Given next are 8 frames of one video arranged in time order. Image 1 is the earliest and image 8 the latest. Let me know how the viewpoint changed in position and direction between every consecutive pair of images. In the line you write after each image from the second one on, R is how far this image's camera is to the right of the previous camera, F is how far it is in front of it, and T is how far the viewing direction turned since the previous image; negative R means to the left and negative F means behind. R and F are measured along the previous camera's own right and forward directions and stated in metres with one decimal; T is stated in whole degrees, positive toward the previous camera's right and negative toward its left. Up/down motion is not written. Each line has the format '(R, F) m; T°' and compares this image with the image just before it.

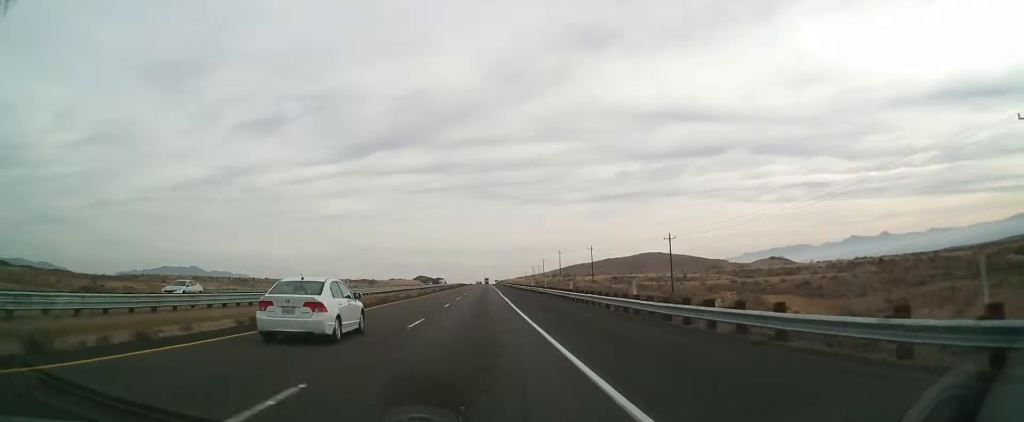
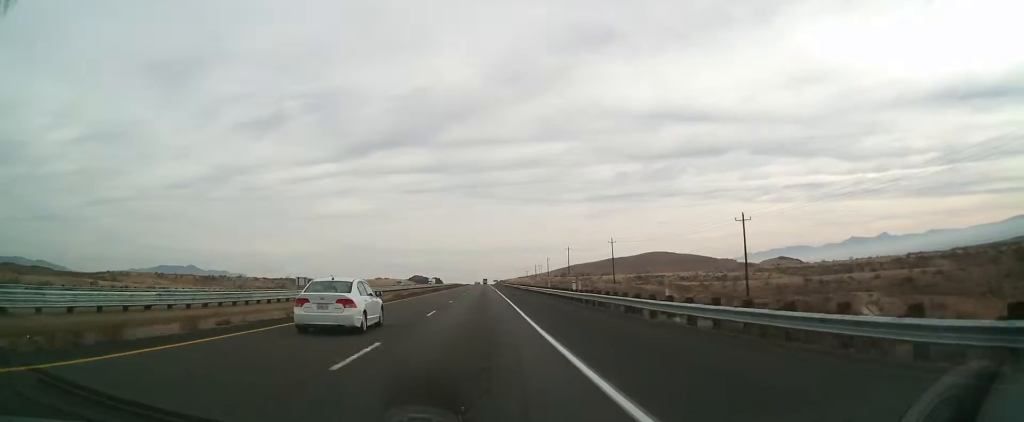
(+0.1, +38.2) m; +1°
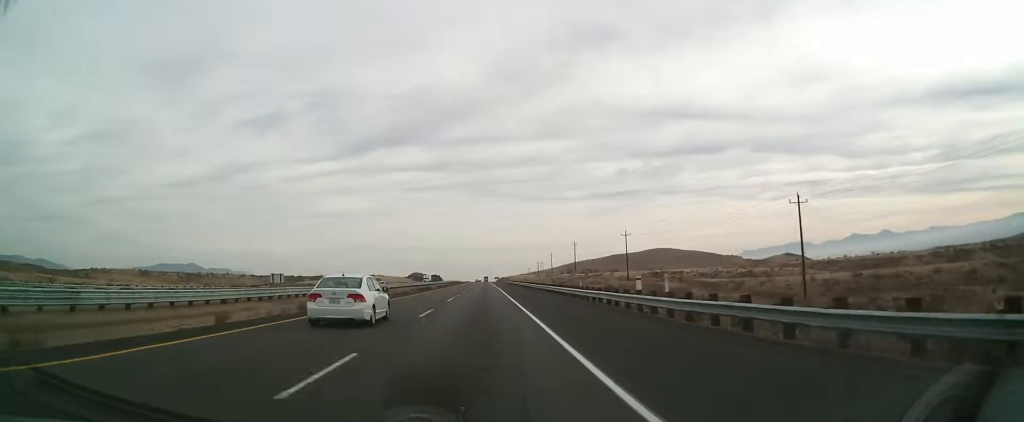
(+0.1, +17.0) m; 0°
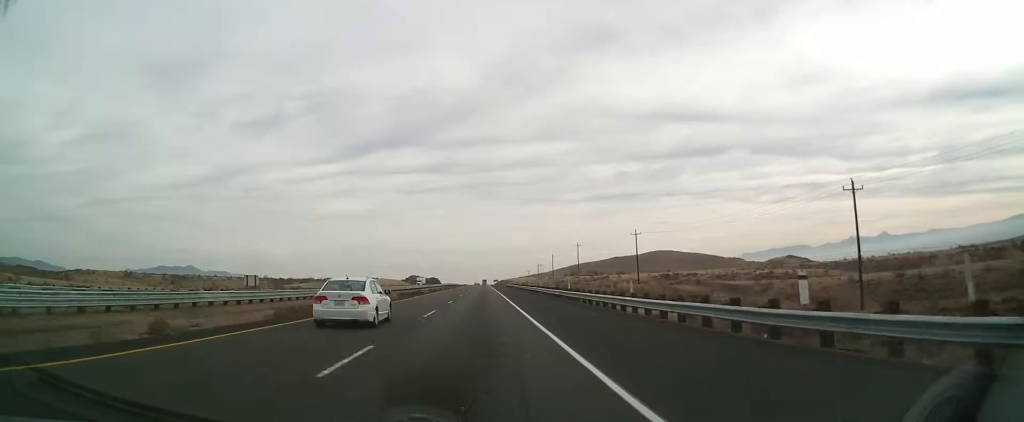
(0.0, +12.8) m; 0°
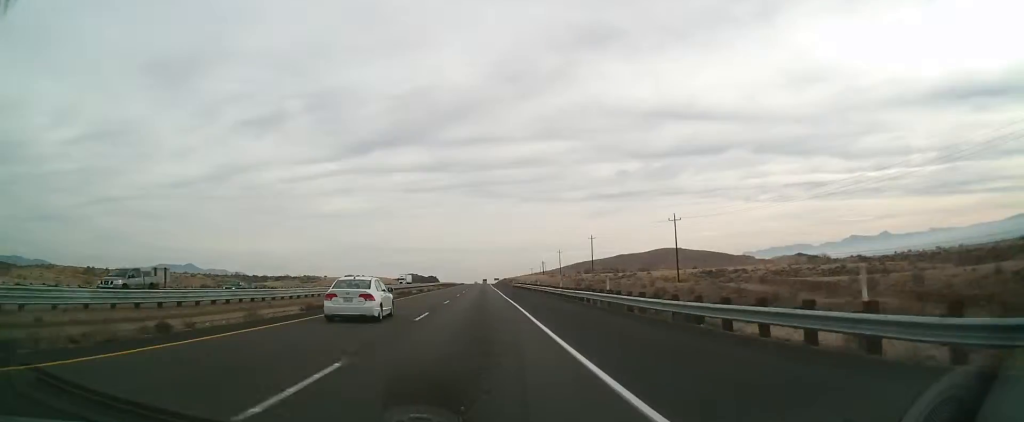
(0.0, +31.9) m; 0°
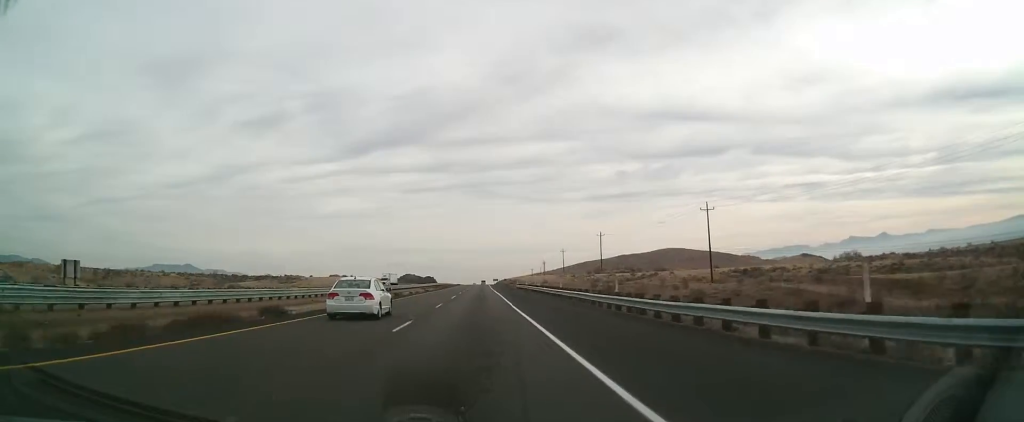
(0.0, +19.1) m; 0°
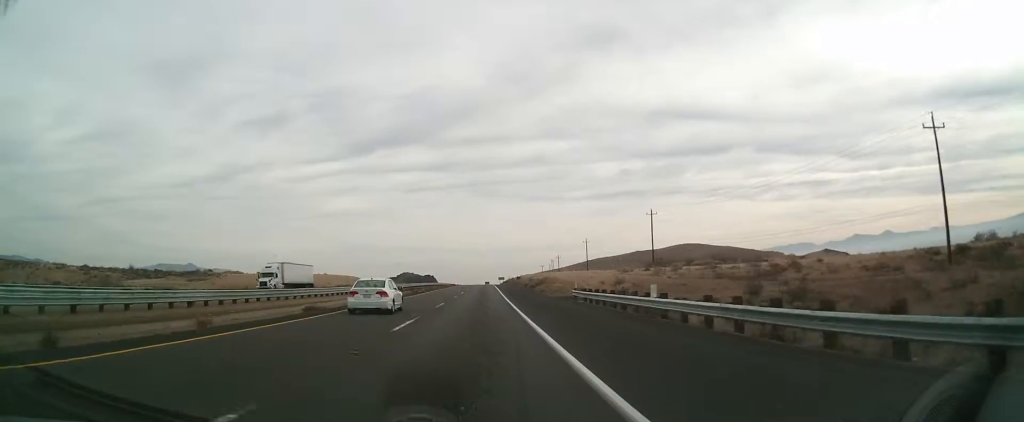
(-0.1, +57.6) m; 0°
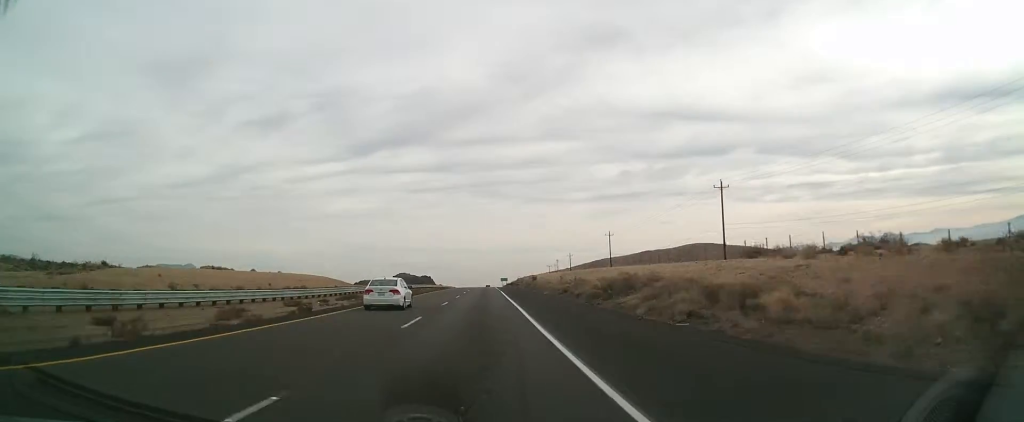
(0.0, +42.8) m; 0°
